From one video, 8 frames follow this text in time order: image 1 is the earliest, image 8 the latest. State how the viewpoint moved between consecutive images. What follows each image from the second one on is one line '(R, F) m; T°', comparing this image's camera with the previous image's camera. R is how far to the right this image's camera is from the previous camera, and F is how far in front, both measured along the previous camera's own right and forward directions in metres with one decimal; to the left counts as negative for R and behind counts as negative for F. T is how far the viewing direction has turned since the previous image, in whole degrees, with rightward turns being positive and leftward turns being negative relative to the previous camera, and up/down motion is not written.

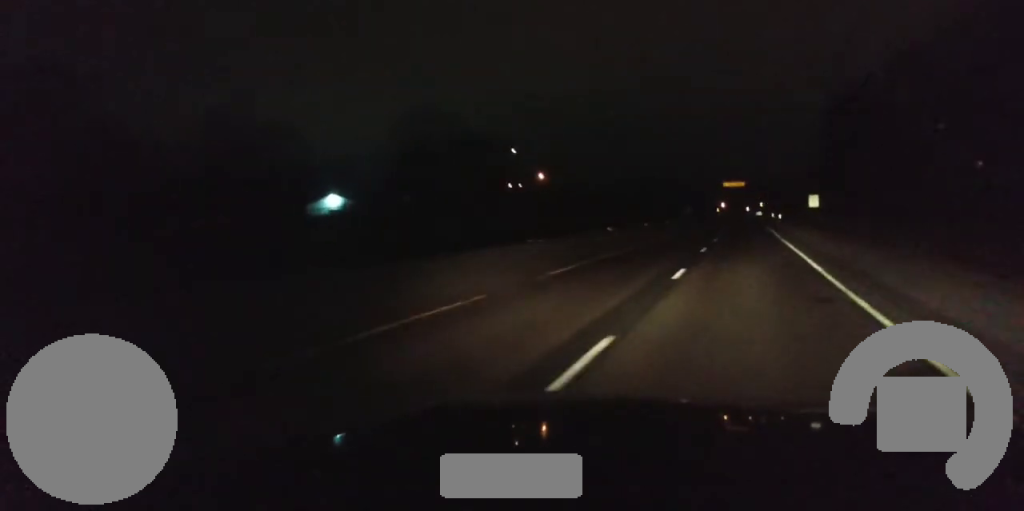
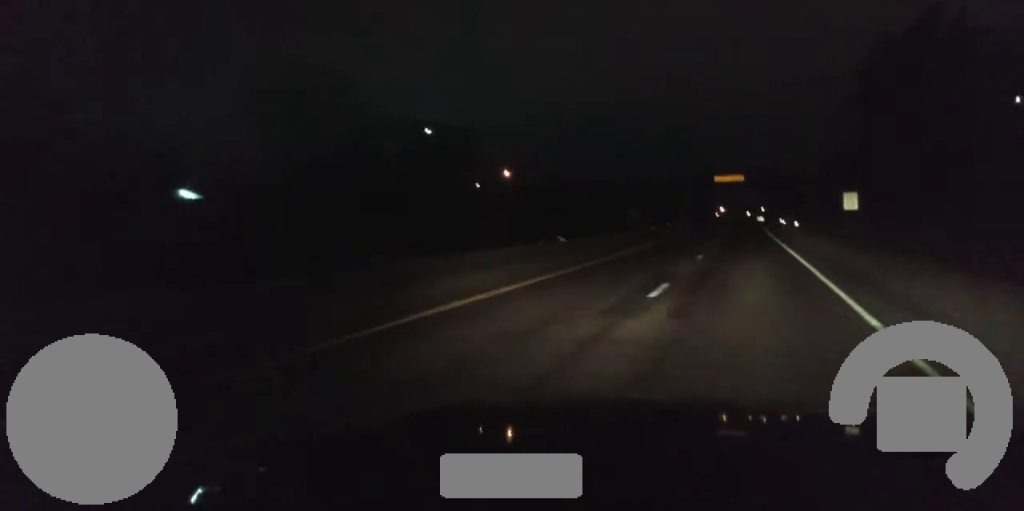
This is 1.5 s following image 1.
(+0.1, +40.4) m; 0°
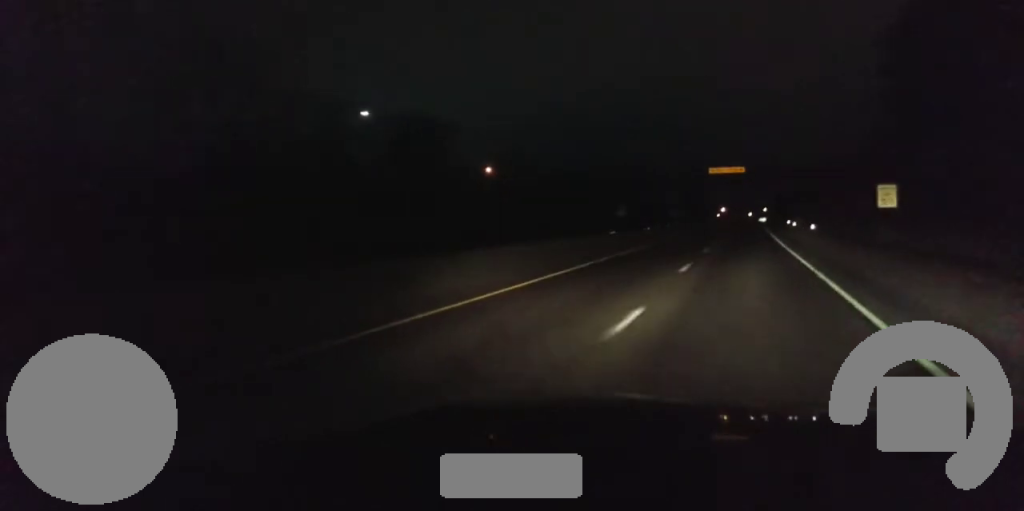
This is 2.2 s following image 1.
(+0.2, +18.8) m; 0°
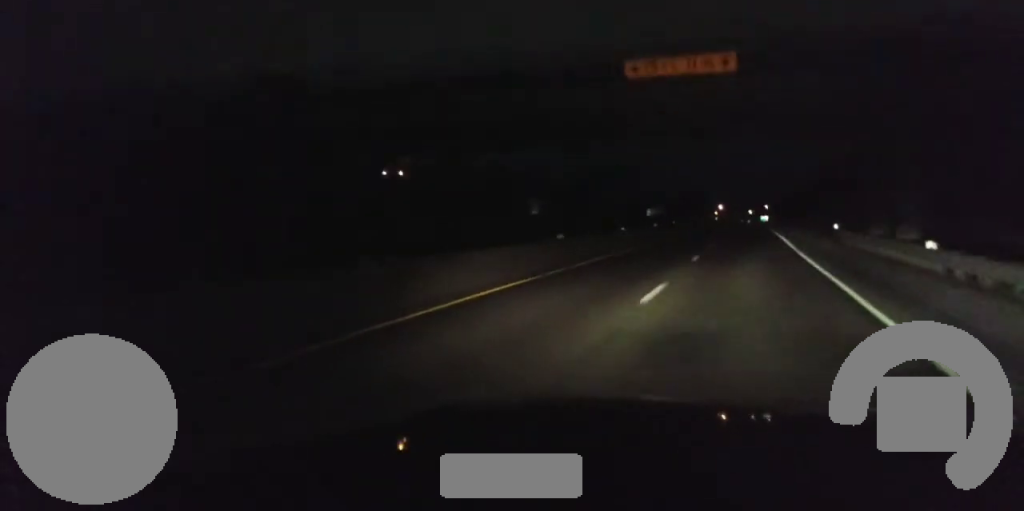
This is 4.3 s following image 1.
(-1.0, +57.7) m; -2°
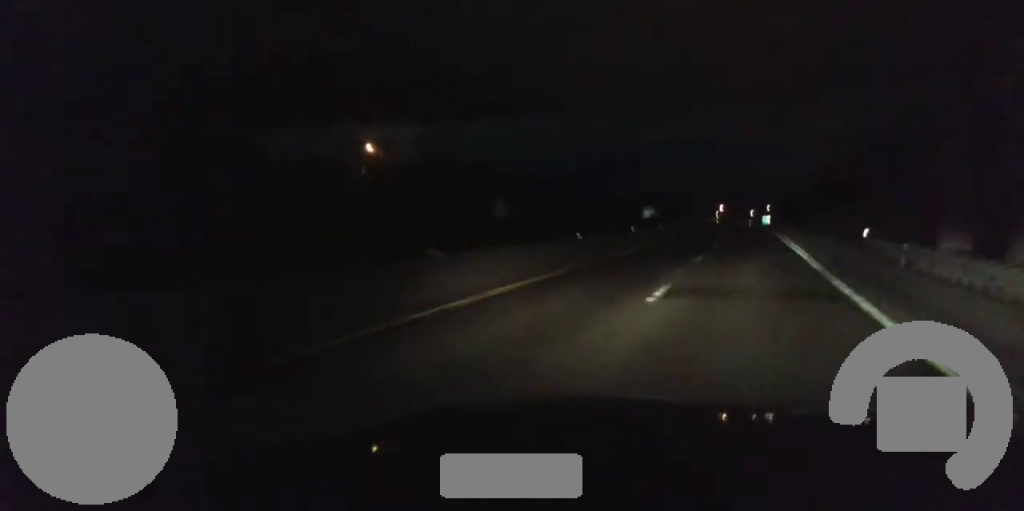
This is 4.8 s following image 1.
(0.0, +11.9) m; -1°
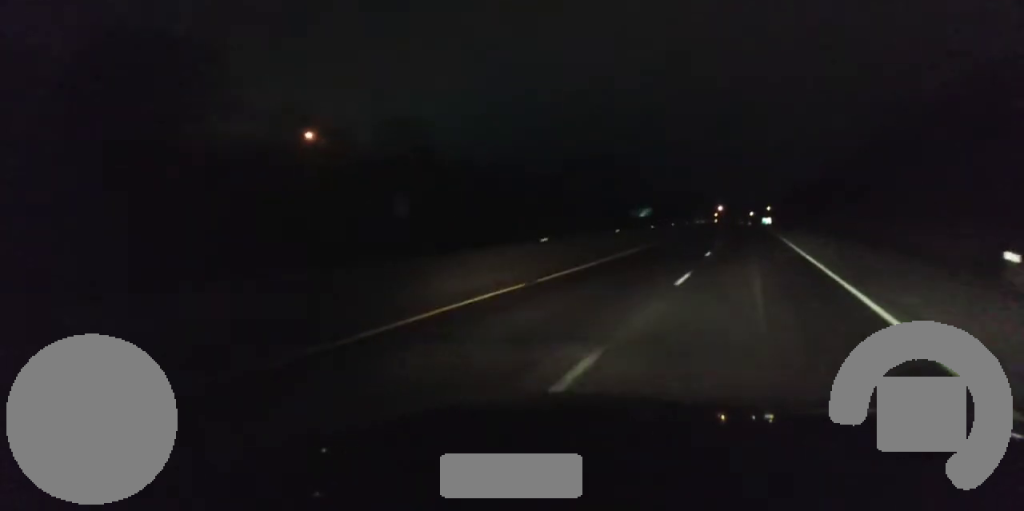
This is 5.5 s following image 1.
(-0.2, +20.9) m; -1°
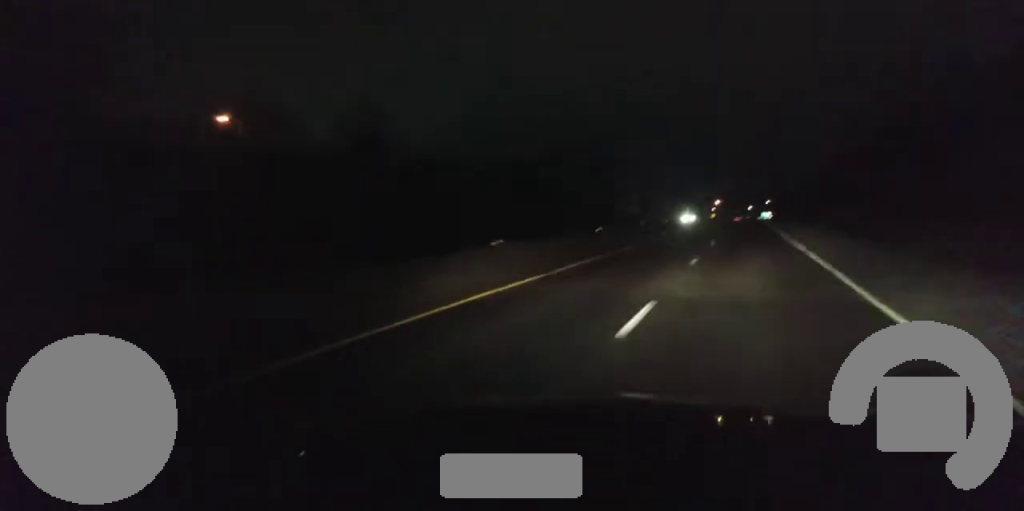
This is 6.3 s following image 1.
(-0.3, +19.9) m; 0°
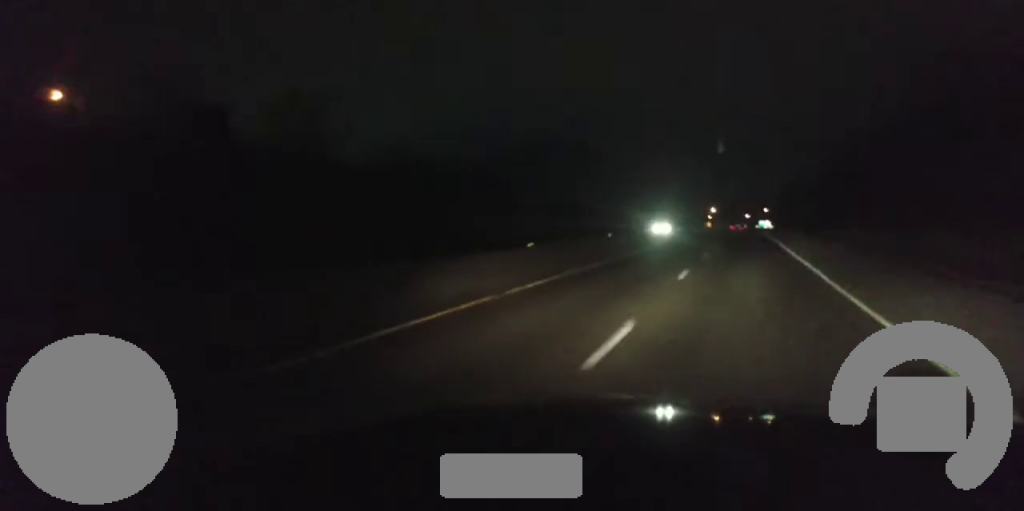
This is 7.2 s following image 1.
(+0.4, +26.3) m; +2°
